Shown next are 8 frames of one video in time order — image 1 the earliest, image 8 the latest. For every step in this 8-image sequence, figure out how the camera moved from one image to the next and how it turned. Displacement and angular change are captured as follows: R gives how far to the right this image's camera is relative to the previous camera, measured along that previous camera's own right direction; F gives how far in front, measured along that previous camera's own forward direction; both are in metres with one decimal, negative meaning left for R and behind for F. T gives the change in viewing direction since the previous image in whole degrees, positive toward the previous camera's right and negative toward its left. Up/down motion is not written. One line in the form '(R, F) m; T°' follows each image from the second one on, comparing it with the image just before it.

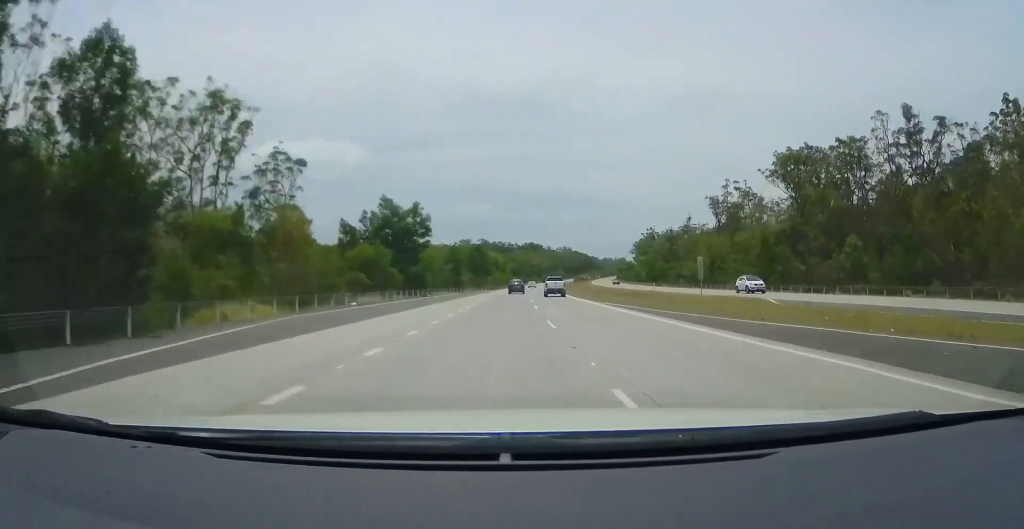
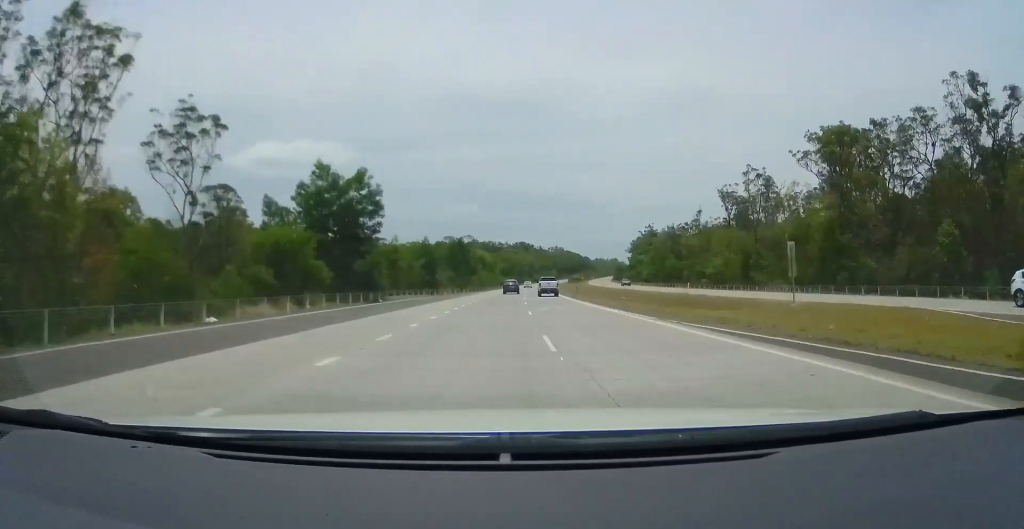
(+0.1, +17.2) m; +1°
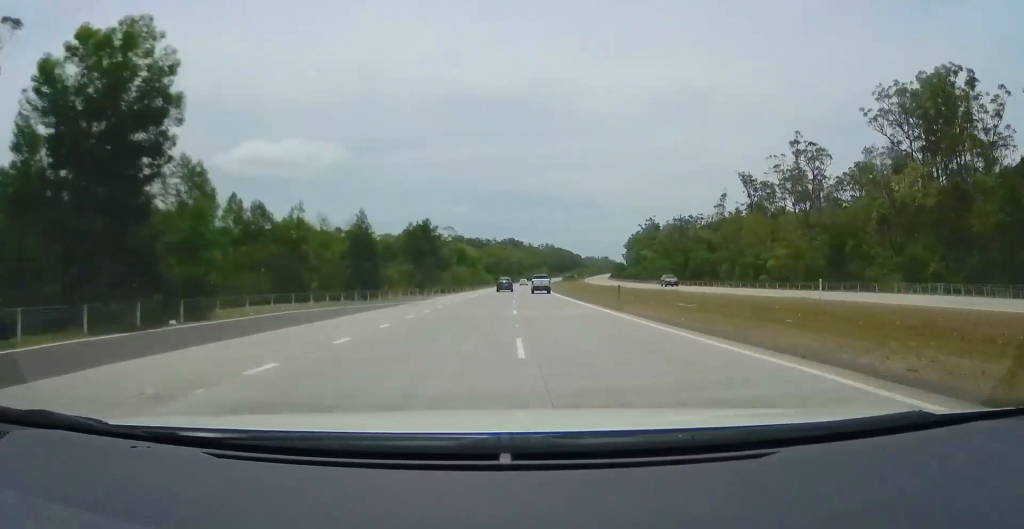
(+0.4, +25.2) m; +2°
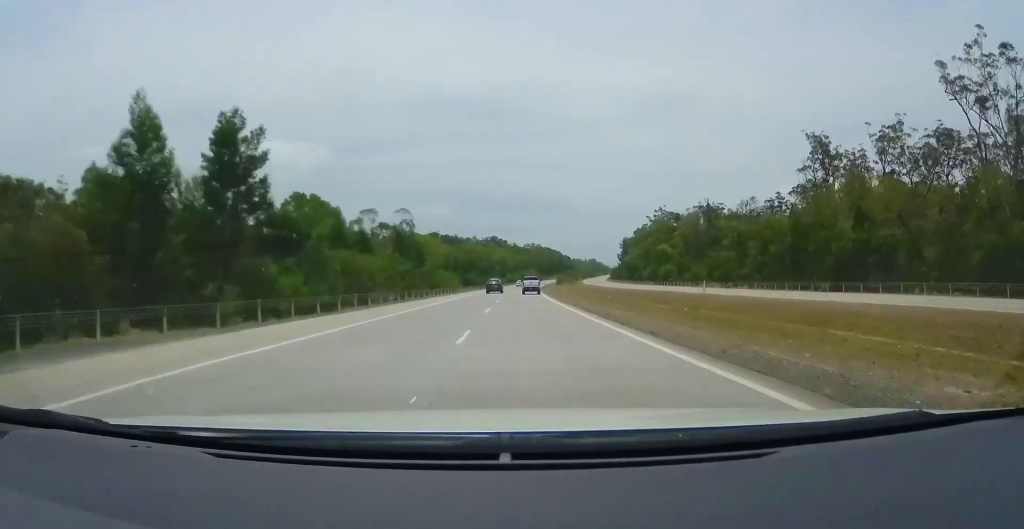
(+1.3, +45.0) m; +2°
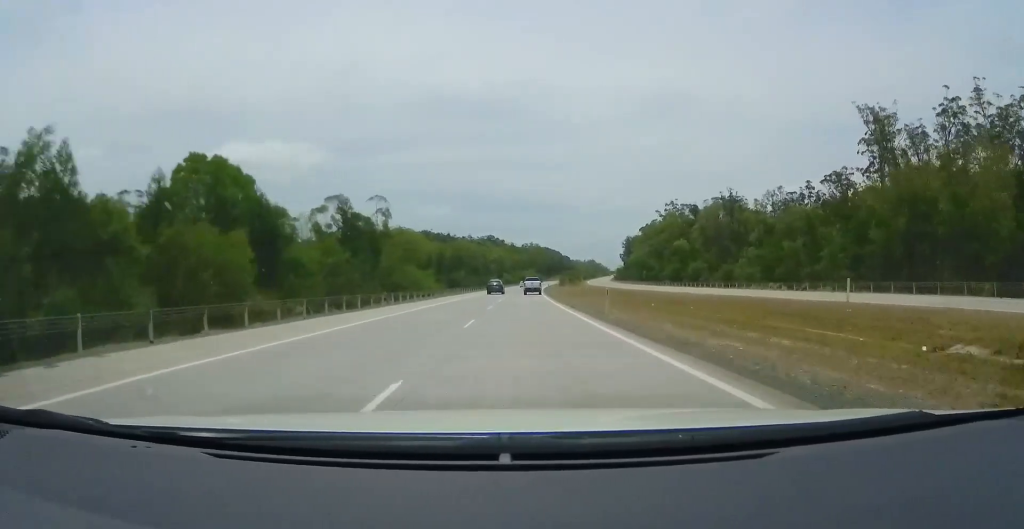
(+0.2, +19.7) m; 0°
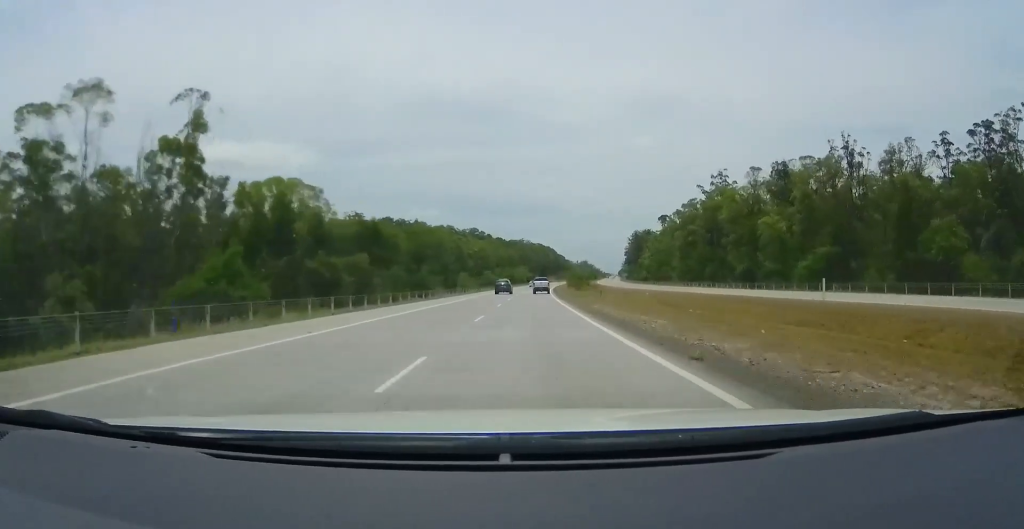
(+0.1, +56.9) m; +1°
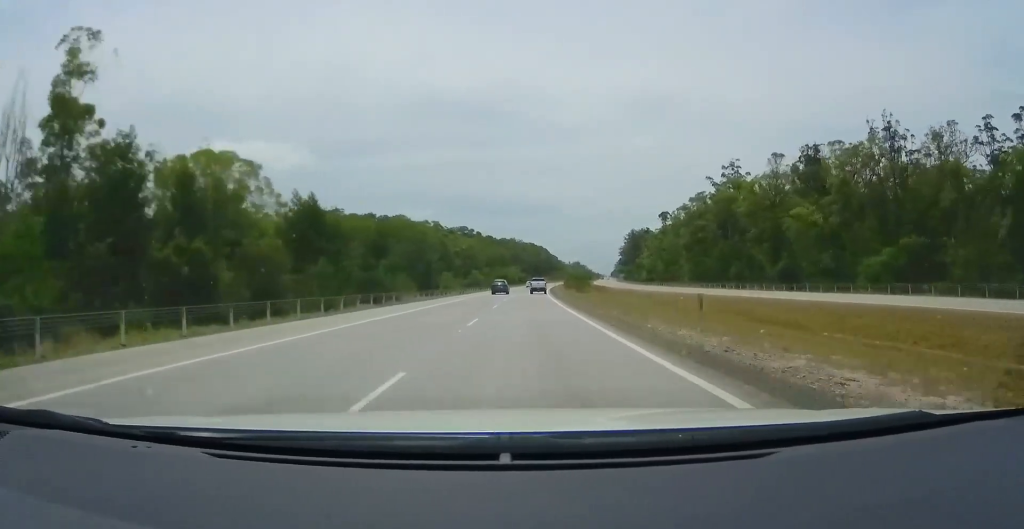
(0.0, +14.1) m; 0°
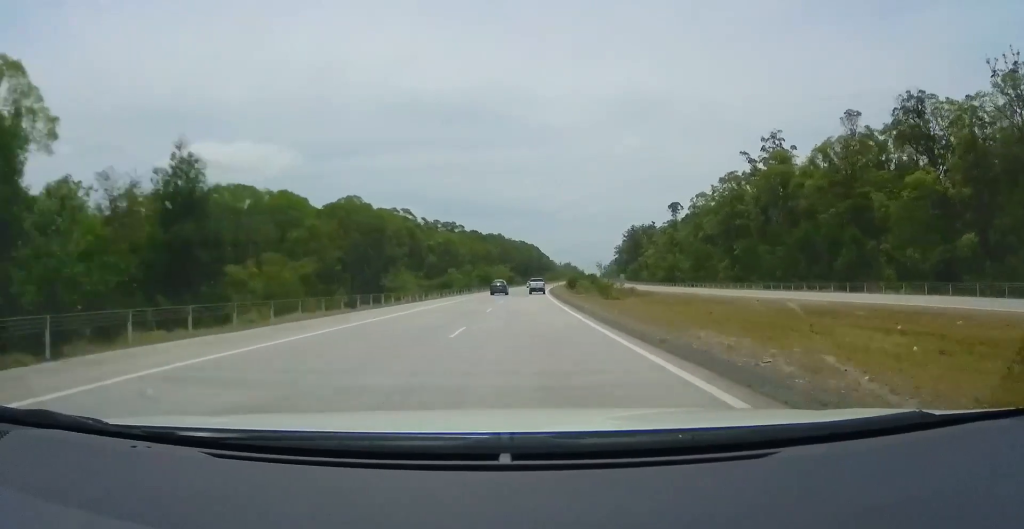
(+0.2, +27.1) m; +1°
